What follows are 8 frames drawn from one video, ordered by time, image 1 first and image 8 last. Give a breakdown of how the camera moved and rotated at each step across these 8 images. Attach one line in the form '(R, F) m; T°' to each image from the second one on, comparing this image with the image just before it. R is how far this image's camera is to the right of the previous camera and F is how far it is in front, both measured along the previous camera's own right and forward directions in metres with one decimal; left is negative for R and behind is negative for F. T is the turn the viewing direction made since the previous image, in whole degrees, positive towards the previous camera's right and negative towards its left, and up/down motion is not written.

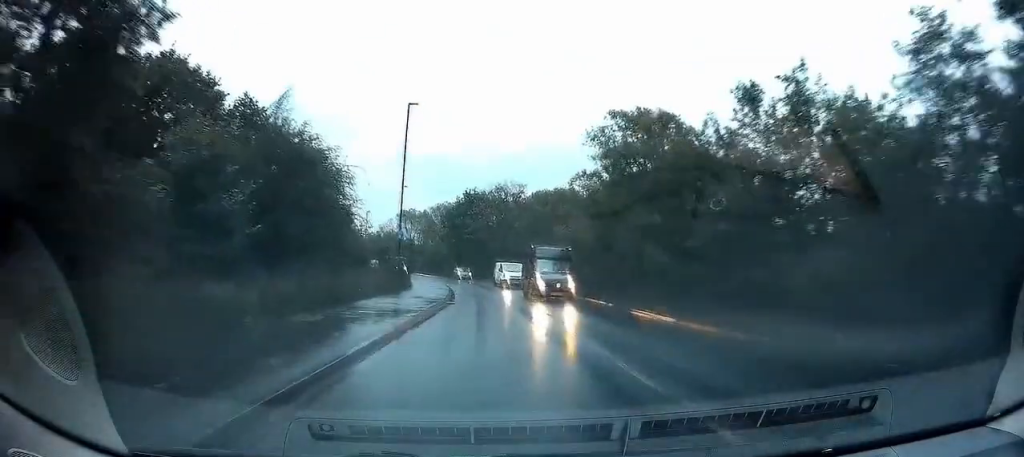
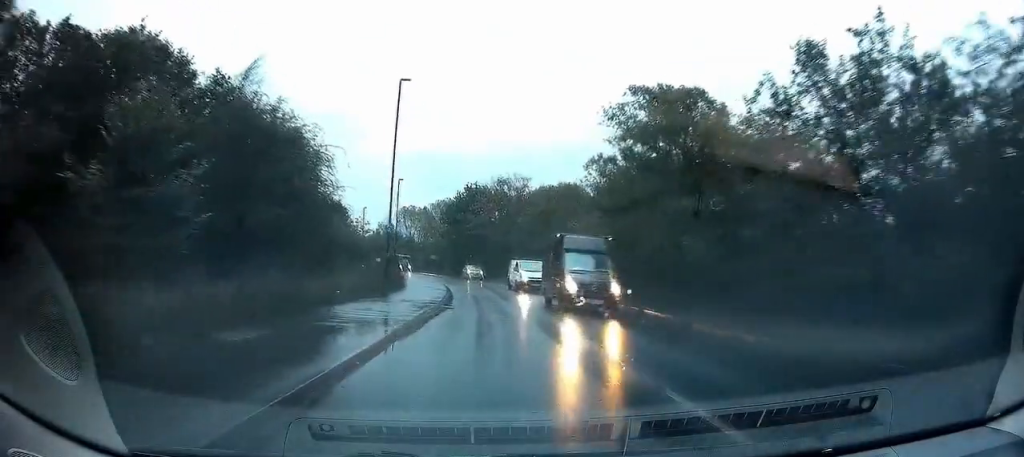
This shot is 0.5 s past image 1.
(0.0, +4.0) m; -1°
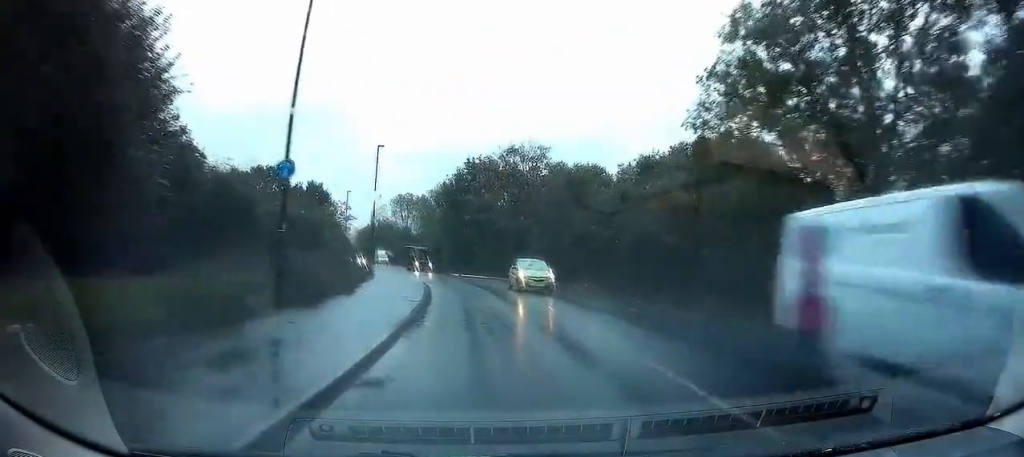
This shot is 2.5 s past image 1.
(-0.2, +15.0) m; 0°
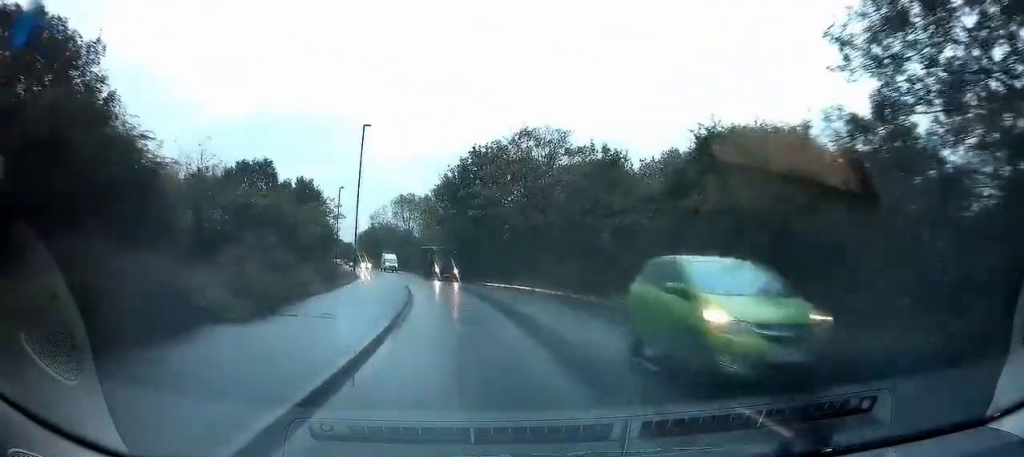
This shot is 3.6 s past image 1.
(0.0, +8.6) m; -1°
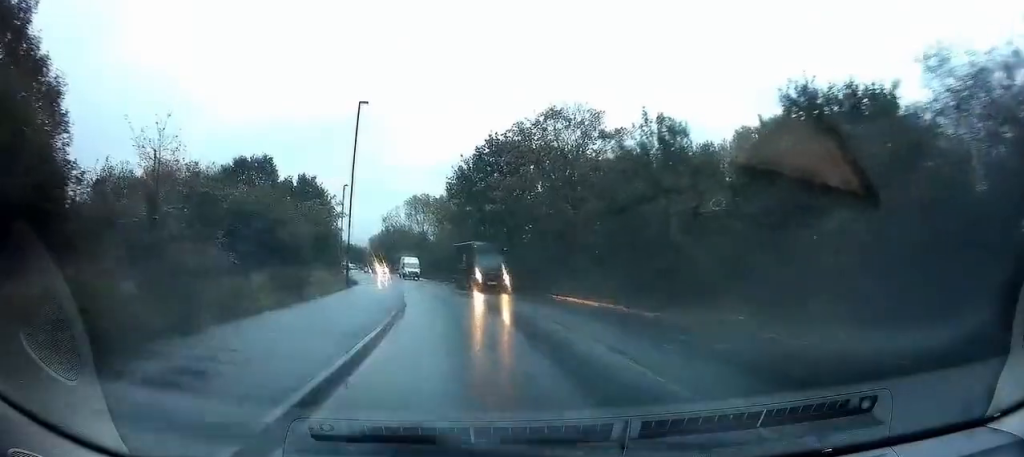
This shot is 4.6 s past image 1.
(-0.1, +7.0) m; -2°
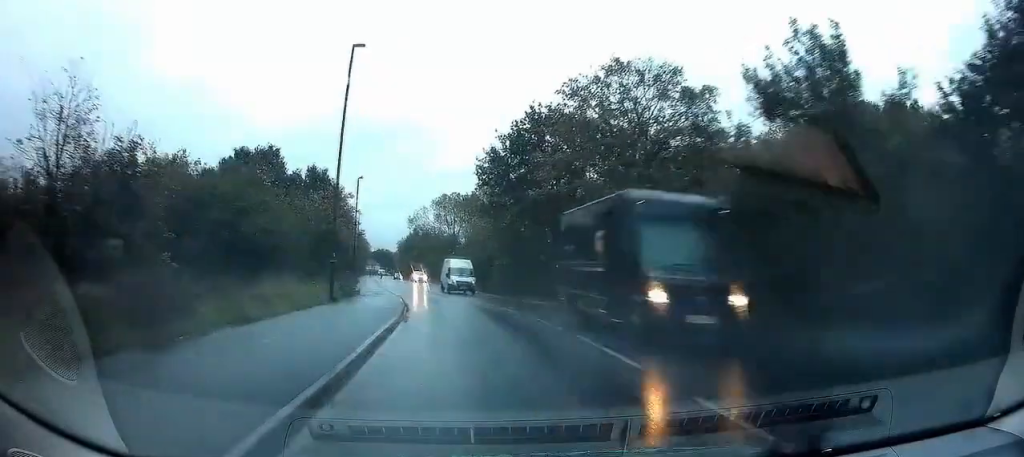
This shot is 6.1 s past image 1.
(-0.1, +10.6) m; -2°
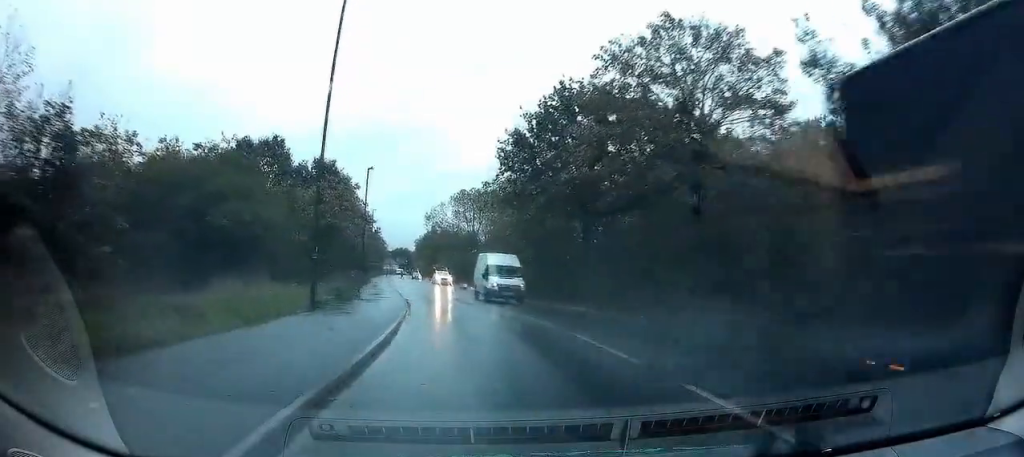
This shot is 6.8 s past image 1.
(-0.1, +5.4) m; -2°
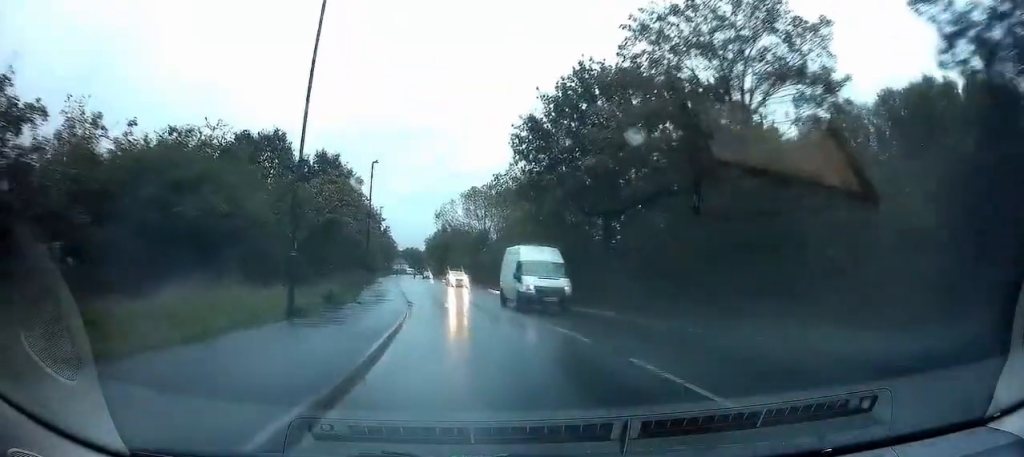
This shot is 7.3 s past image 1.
(0.0, +3.3) m; -1°
